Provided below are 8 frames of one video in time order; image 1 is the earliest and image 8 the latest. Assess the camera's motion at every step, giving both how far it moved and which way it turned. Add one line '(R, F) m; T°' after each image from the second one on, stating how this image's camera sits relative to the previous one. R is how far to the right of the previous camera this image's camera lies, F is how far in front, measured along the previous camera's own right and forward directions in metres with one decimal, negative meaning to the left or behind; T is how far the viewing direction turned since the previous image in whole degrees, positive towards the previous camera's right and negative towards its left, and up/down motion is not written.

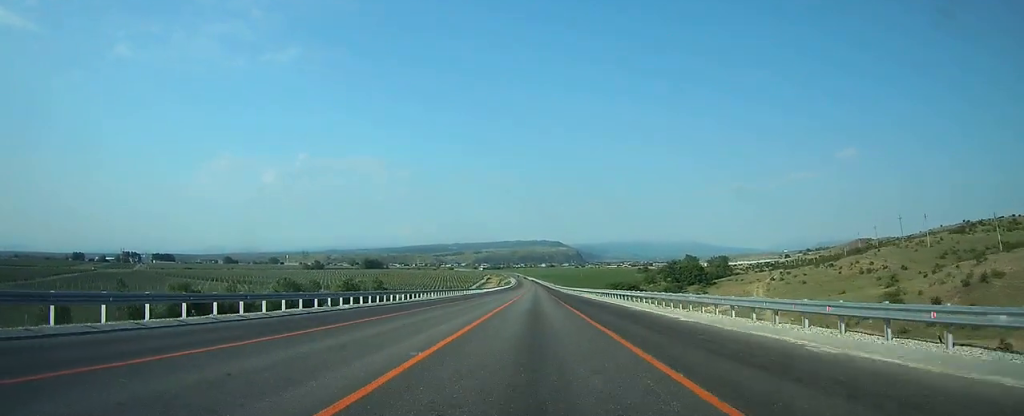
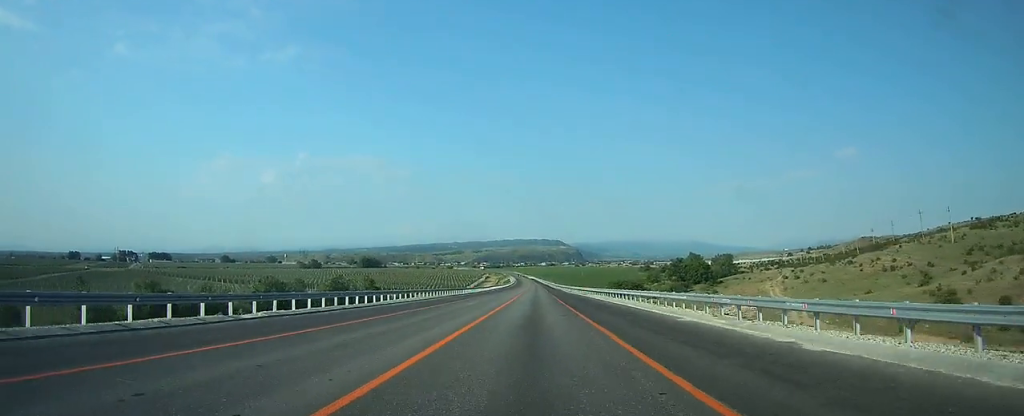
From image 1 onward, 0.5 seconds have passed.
(0.0, +10.5) m; 0°
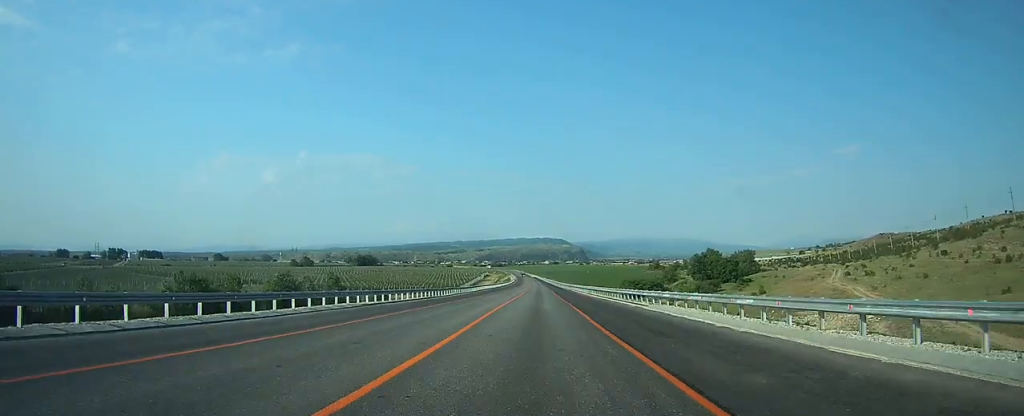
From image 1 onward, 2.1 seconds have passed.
(+0.1, +37.8) m; 0°
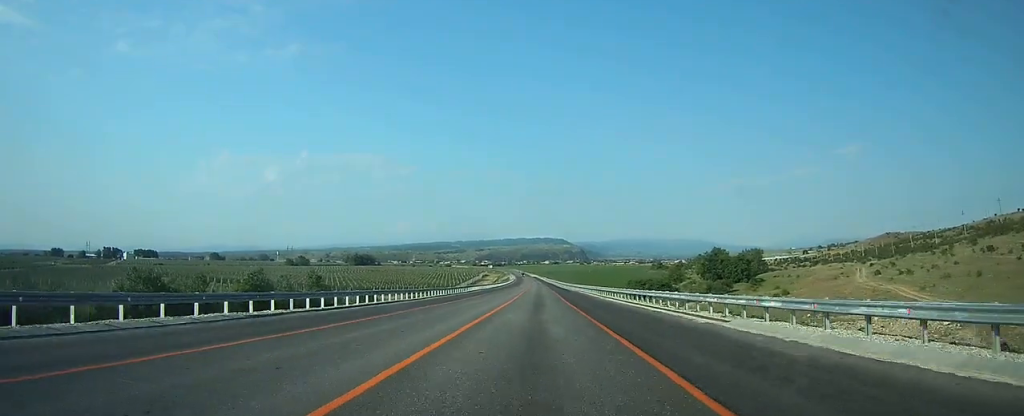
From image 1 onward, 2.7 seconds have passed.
(0.0, +14.1) m; 0°
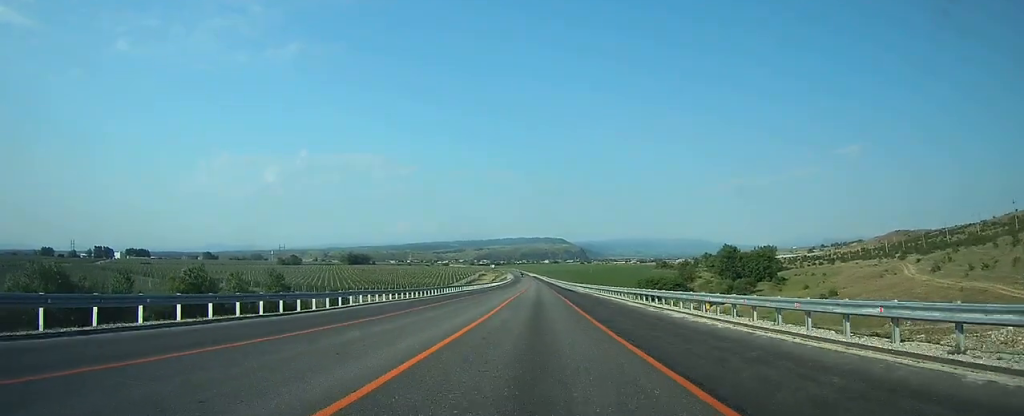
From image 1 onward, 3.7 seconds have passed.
(0.0, +23.0) m; 0°
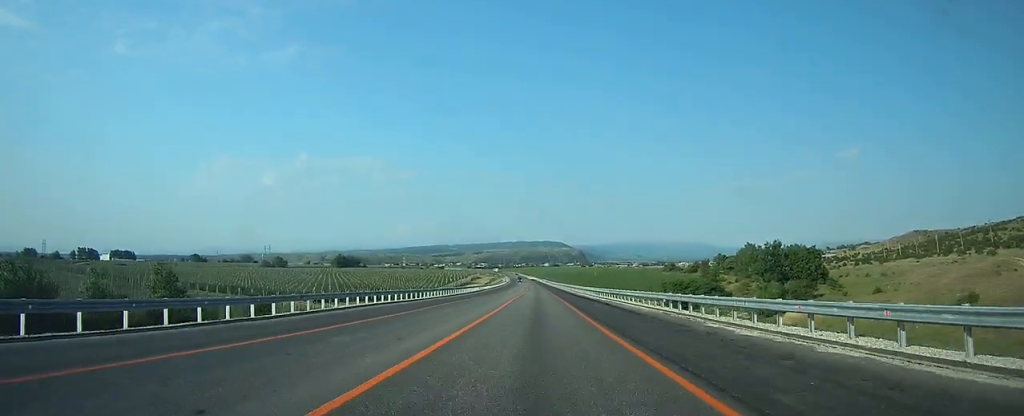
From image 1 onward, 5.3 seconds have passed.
(0.0, +40.1) m; 0°
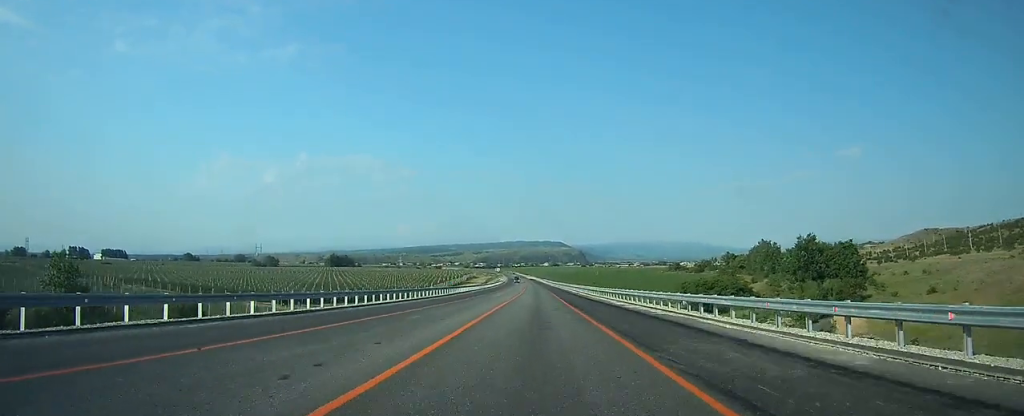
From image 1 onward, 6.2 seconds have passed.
(0.0, +21.9) m; 0°
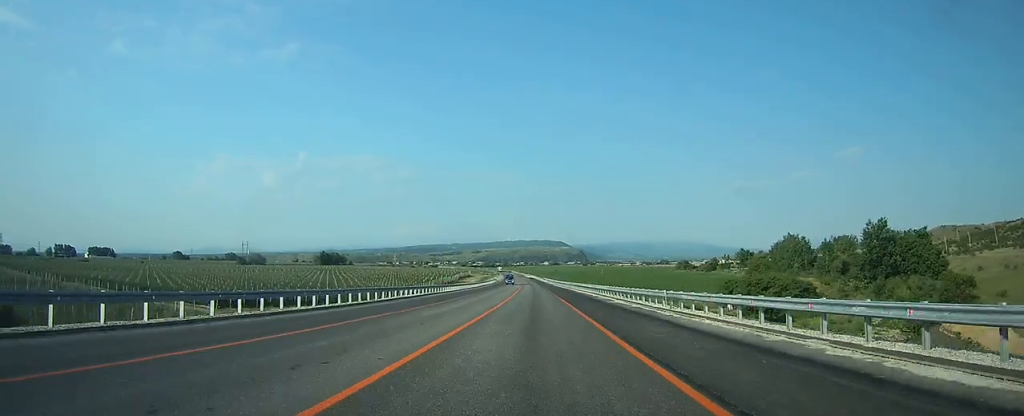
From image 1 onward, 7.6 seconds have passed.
(+0.1, +32.8) m; 0°
